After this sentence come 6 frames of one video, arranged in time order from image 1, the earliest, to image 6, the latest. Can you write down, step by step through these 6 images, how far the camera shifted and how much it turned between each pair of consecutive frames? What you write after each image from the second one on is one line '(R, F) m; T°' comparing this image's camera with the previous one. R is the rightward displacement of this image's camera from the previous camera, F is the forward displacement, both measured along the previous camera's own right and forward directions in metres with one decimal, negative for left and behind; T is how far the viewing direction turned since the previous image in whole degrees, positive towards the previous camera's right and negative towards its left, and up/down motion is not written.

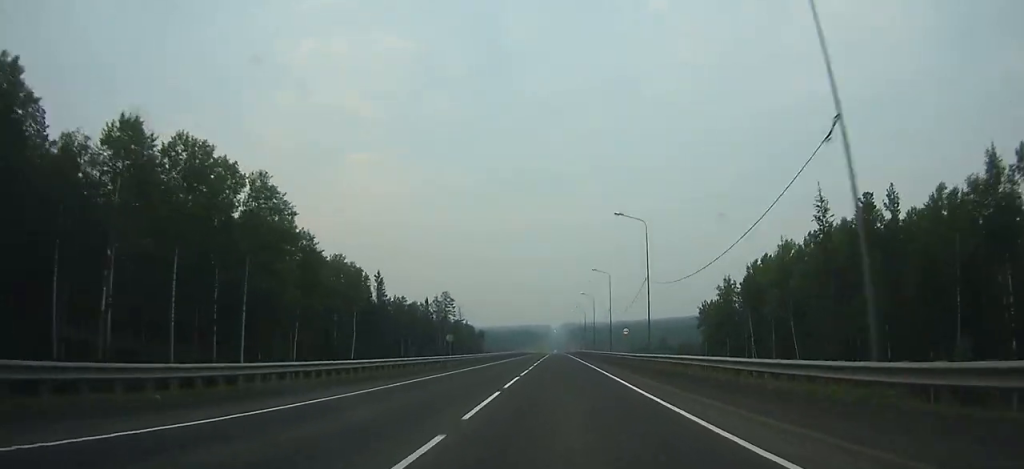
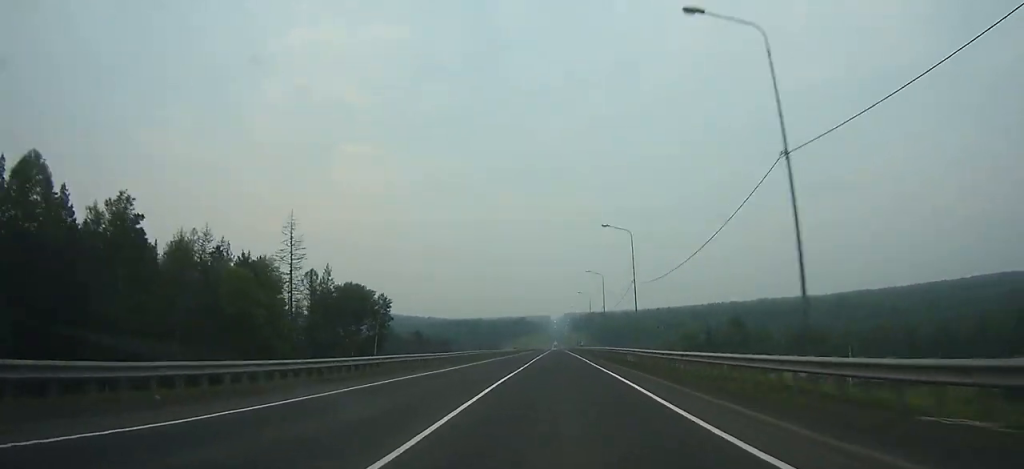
(-0.1, +145.4) m; 0°
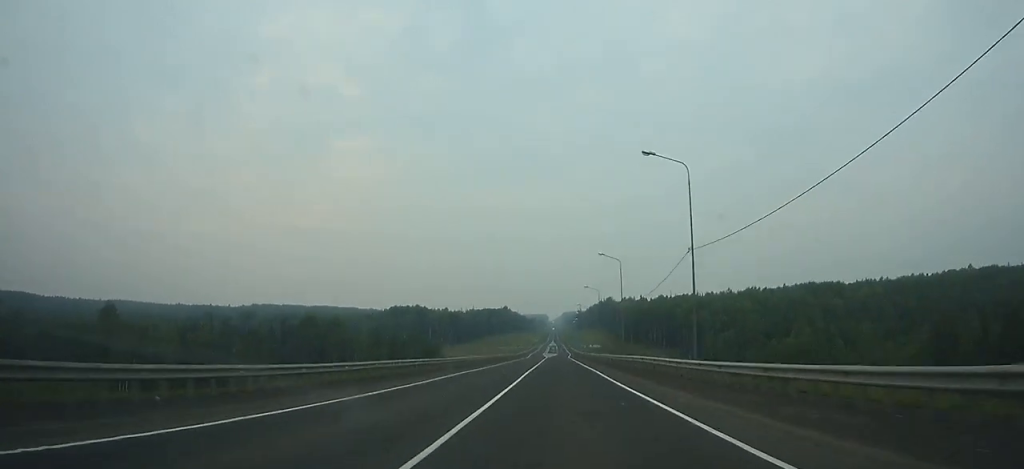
(+0.4, +235.4) m; 0°
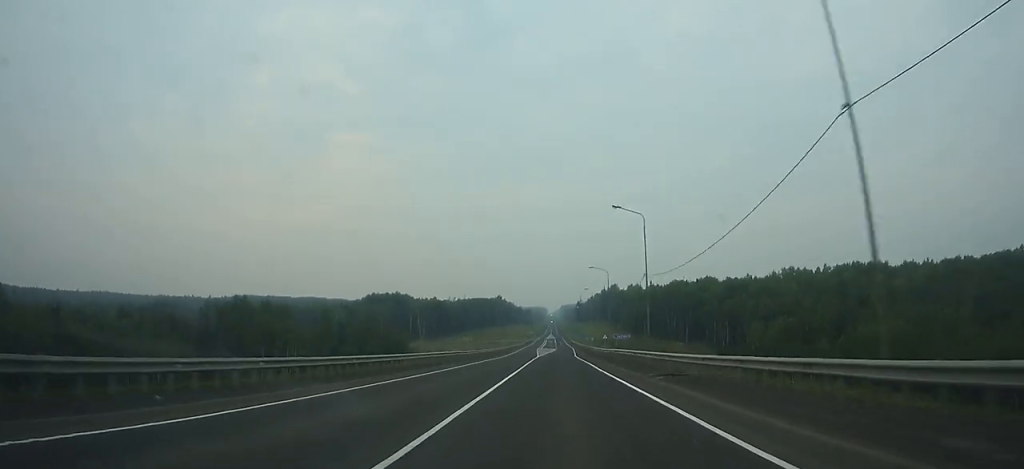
(0.0, +47.3) m; 0°
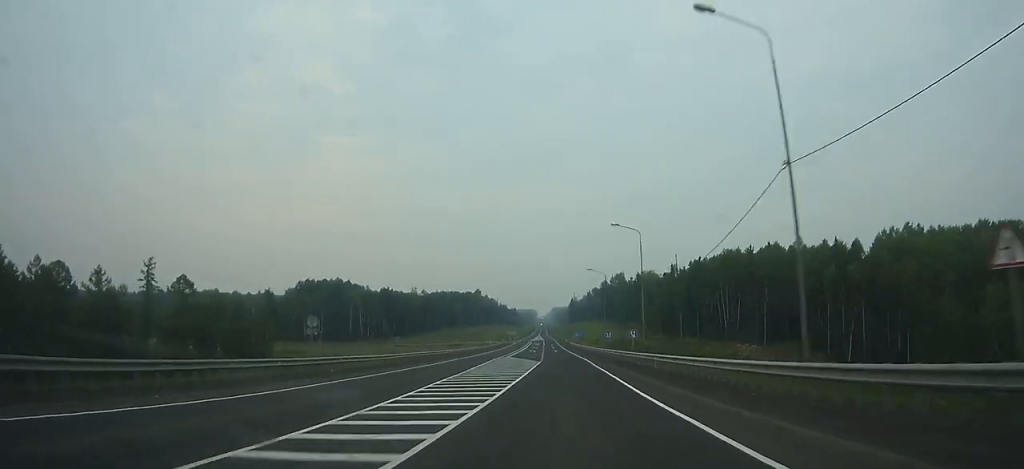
(+0.3, +88.5) m; 0°
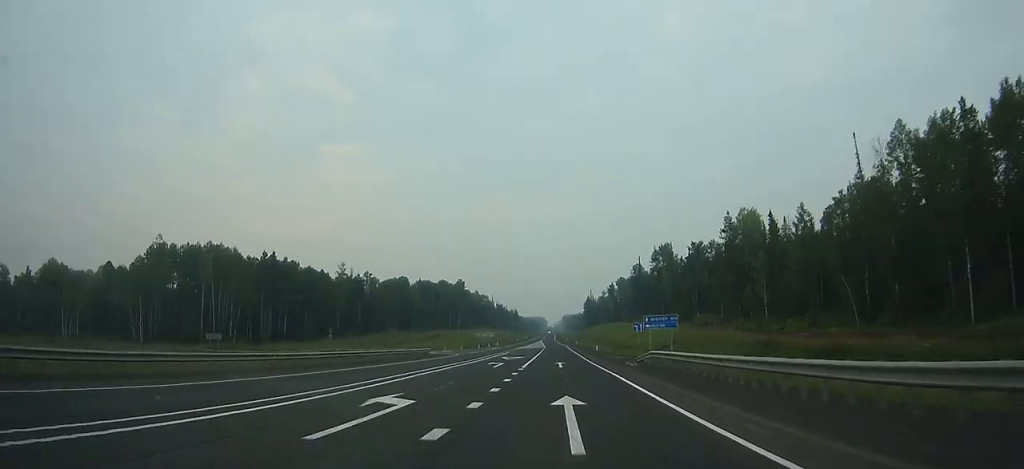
(-0.1, +113.1) m; 0°
